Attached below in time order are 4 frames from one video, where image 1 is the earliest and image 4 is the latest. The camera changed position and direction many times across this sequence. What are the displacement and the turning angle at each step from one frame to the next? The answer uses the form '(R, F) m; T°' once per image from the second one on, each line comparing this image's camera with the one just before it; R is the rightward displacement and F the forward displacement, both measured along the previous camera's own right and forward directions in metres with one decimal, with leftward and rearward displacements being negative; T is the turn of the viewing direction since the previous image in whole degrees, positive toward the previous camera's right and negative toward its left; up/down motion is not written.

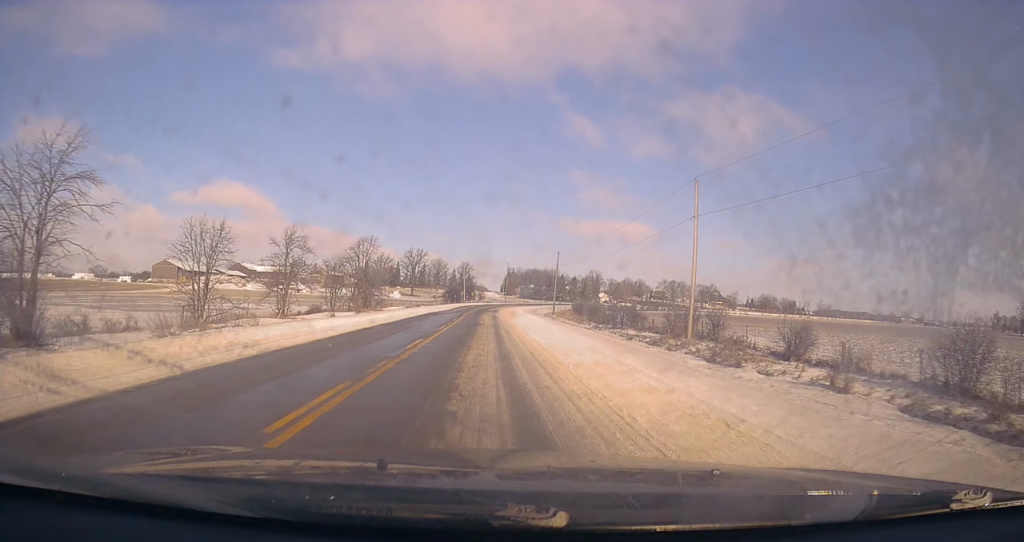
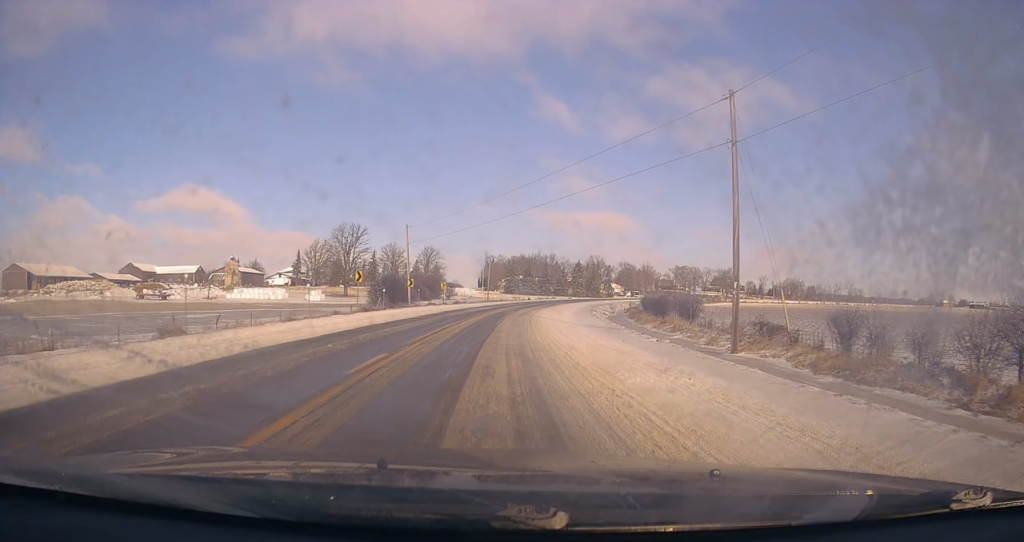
(0.0, +85.9) m; +2°
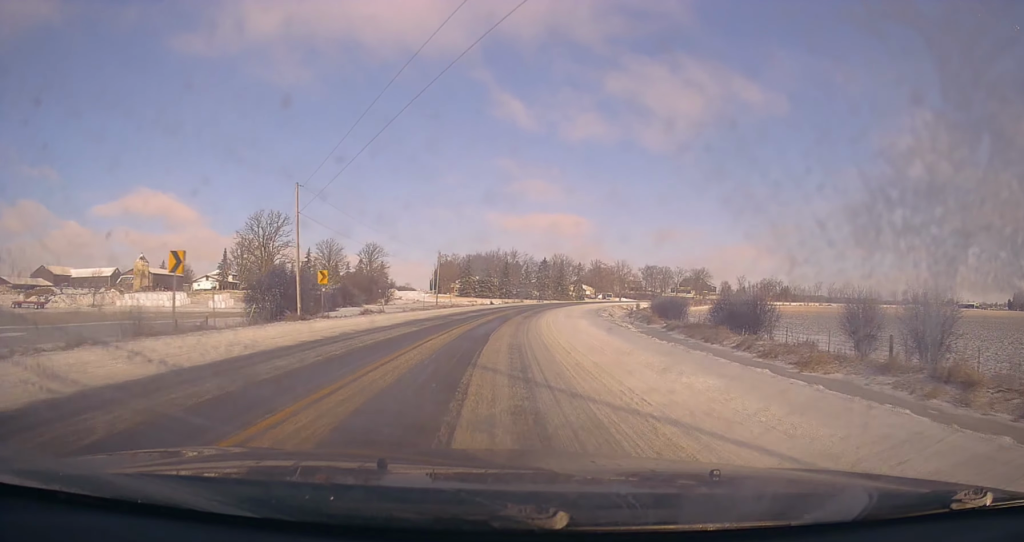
(+0.5, +33.3) m; +3°
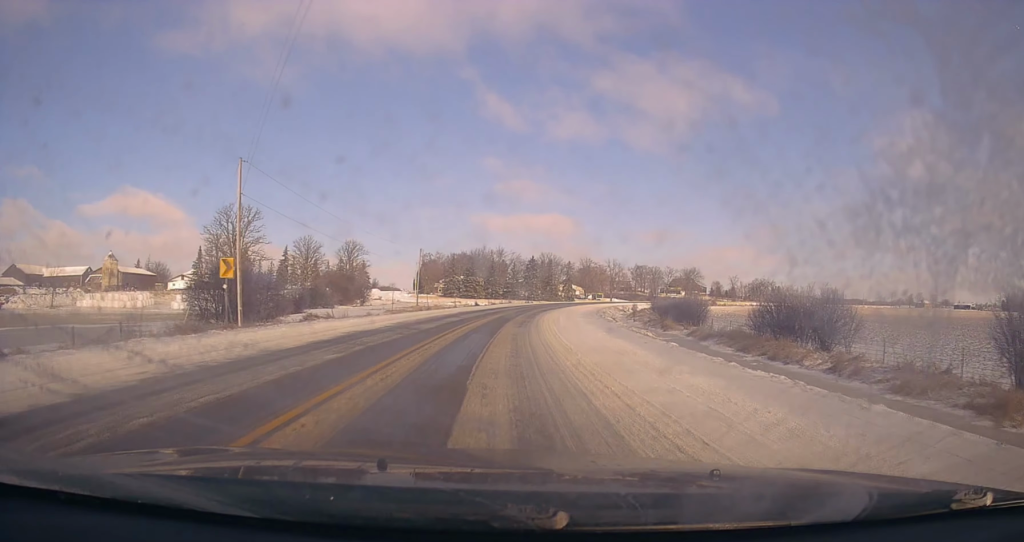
(-0.1, +9.7) m; +2°
